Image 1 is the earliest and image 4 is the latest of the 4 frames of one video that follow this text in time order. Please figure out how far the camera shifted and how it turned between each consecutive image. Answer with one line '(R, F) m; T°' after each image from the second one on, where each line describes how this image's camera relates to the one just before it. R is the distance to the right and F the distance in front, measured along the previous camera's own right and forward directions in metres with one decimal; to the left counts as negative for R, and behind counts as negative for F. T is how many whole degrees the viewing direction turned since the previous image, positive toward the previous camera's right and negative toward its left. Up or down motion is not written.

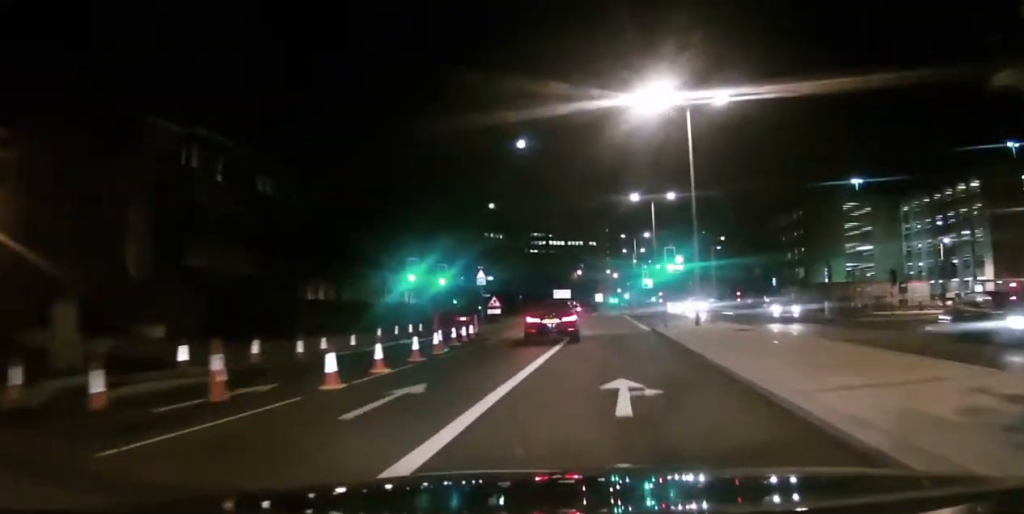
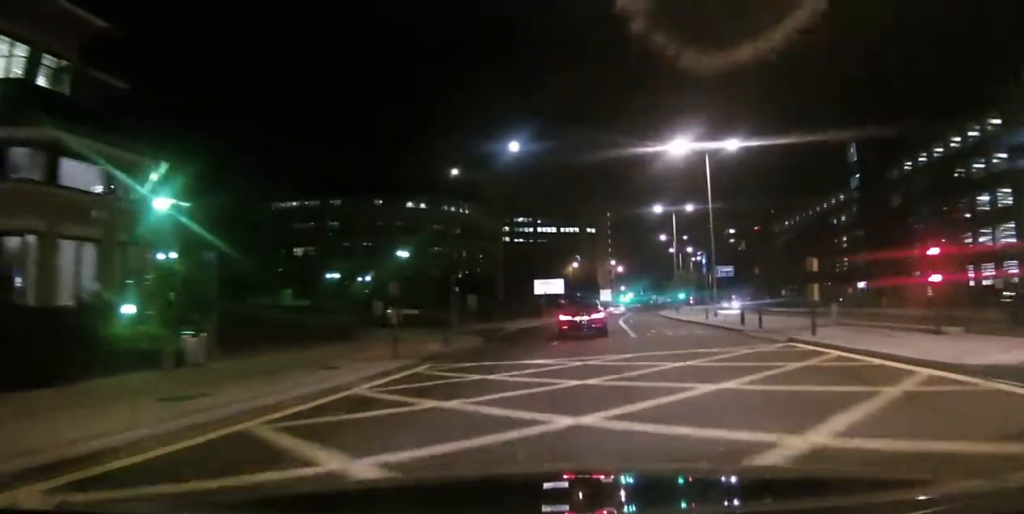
(+2.0, +53.1) m; +2°
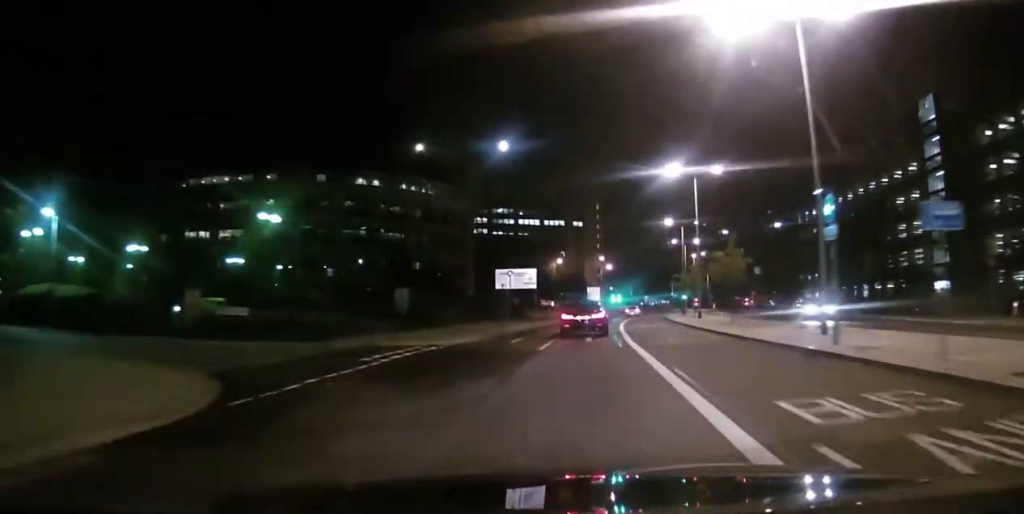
(-0.2, +21.3) m; -3°
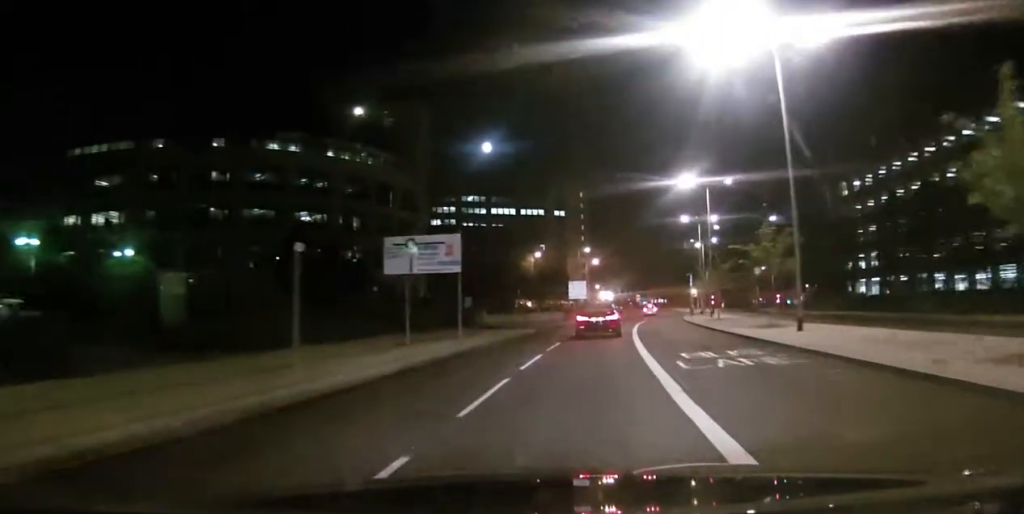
(-0.9, +25.6) m; -2°
